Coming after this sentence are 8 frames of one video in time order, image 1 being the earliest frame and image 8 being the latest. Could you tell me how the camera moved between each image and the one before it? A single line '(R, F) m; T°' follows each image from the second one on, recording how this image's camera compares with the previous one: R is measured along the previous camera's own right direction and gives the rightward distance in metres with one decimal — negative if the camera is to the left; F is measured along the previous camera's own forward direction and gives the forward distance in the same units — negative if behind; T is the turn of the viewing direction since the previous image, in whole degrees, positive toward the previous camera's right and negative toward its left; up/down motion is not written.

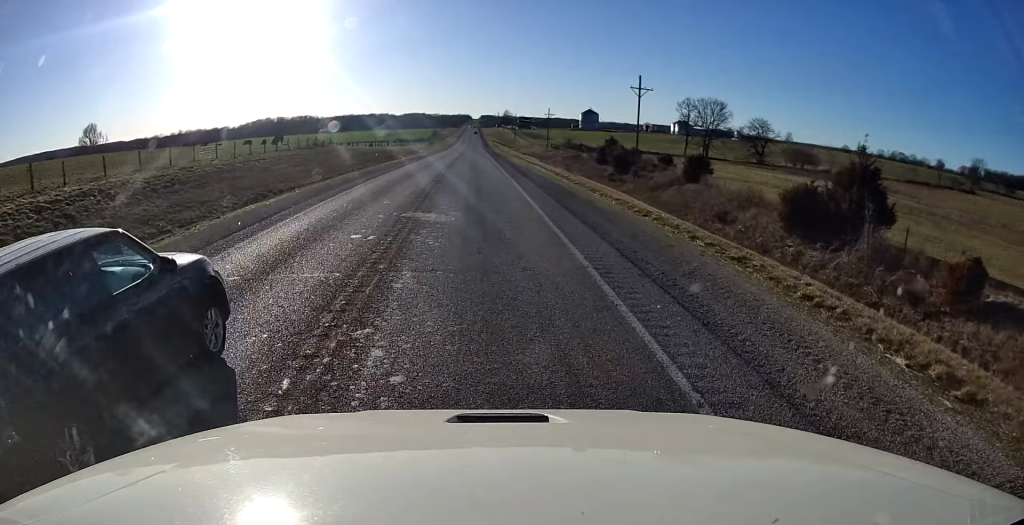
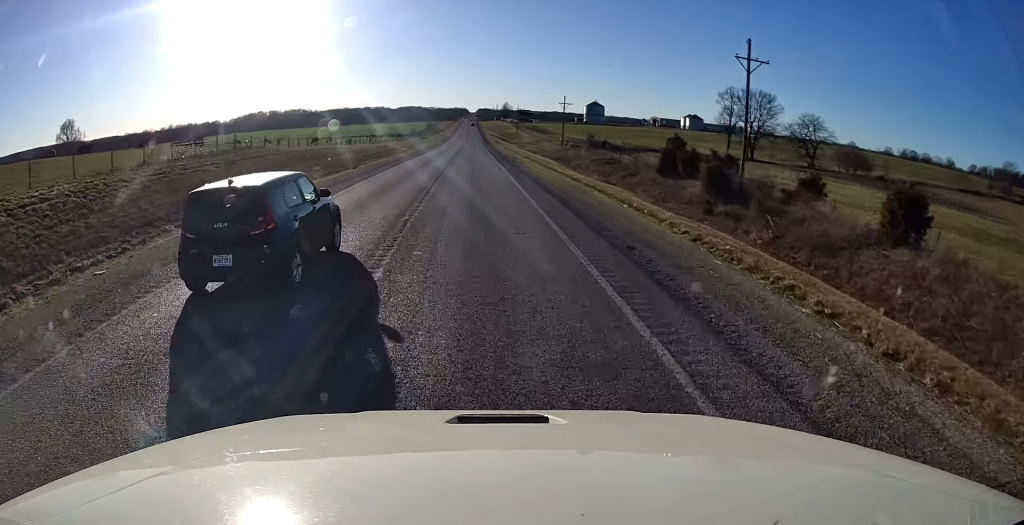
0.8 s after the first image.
(0.0, +25.7) m; 0°
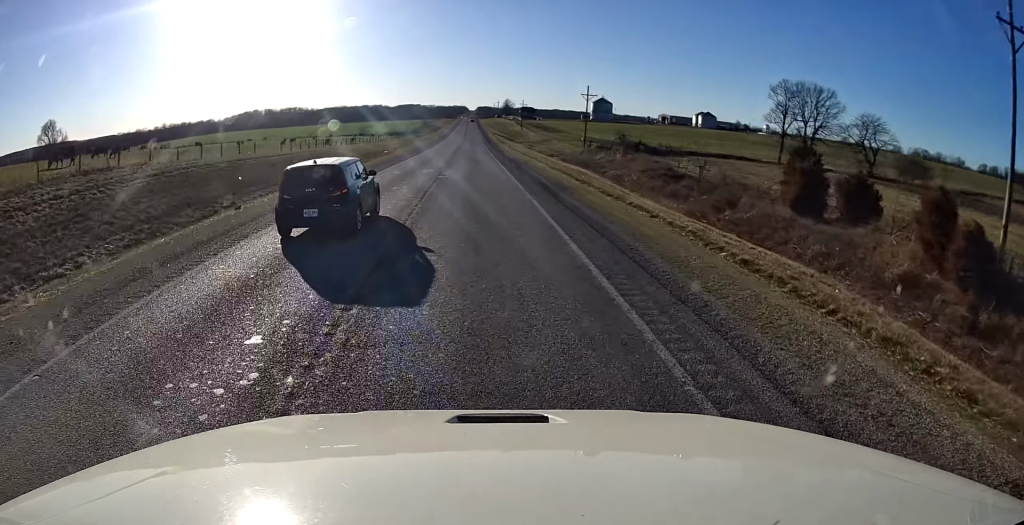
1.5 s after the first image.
(+0.1, +21.7) m; 0°
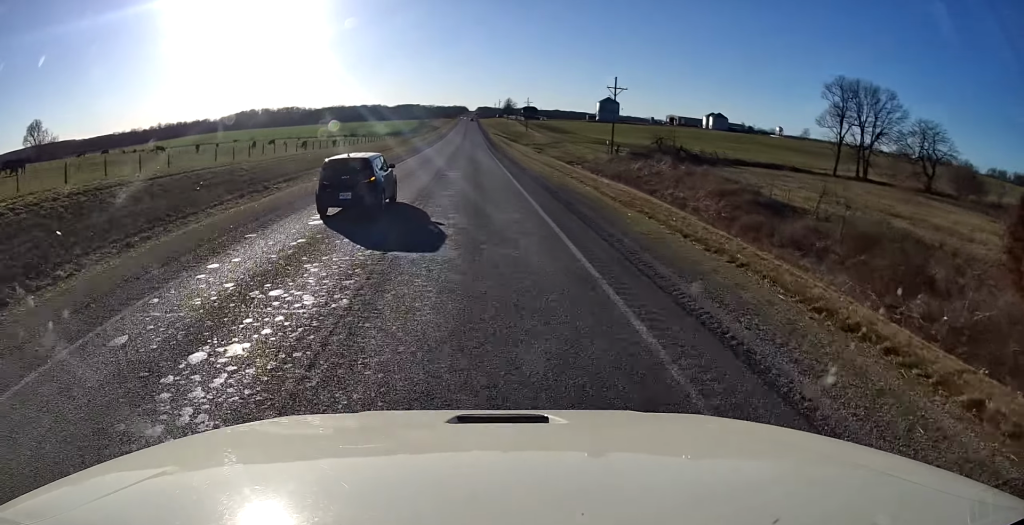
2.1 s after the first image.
(0.0, +16.6) m; 0°
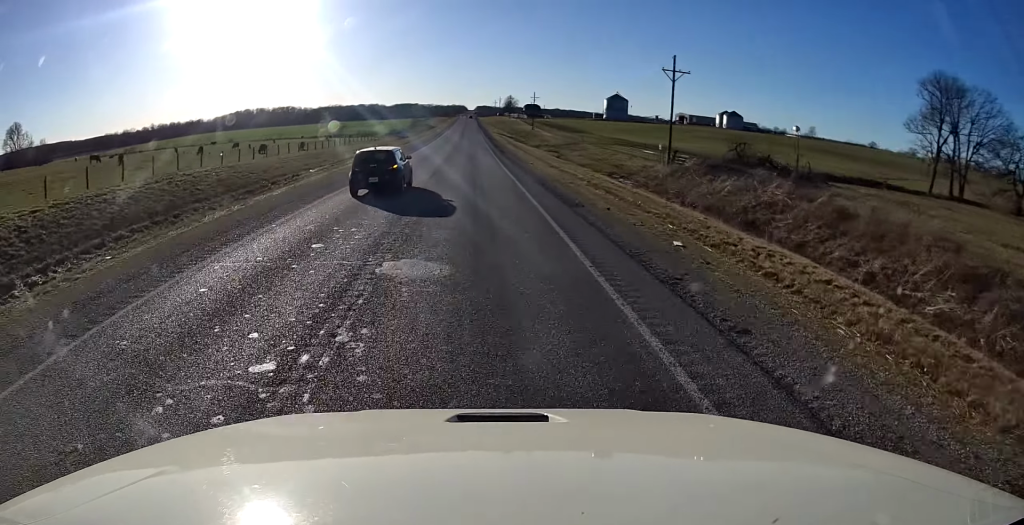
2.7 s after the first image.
(-0.1, +20.9) m; 0°
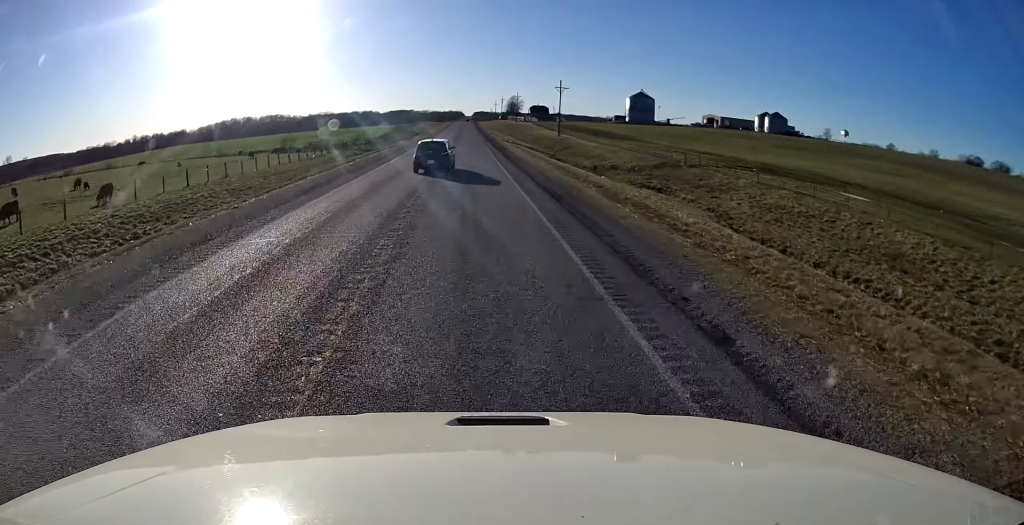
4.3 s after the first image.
(+0.3, +50.4) m; +1°
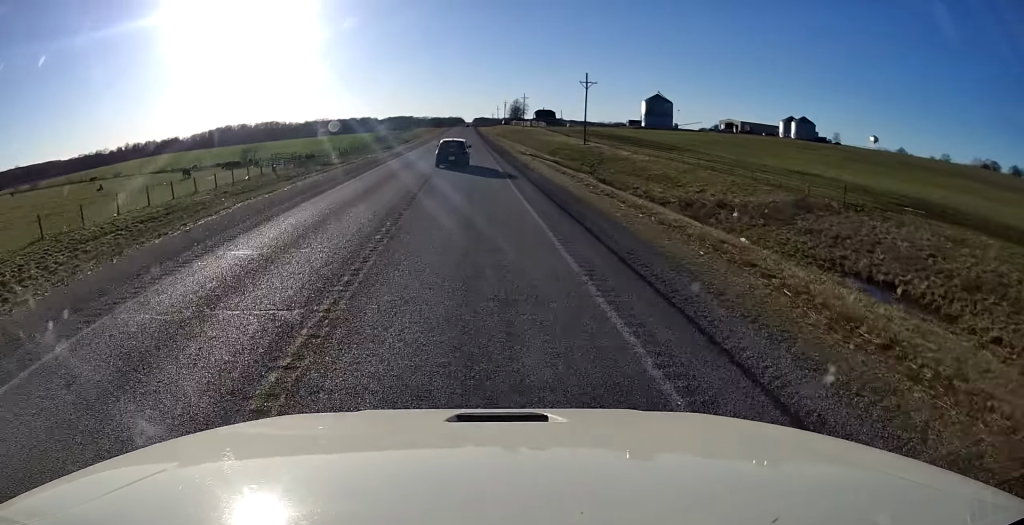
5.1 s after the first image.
(-0.1, +24.4) m; 0°
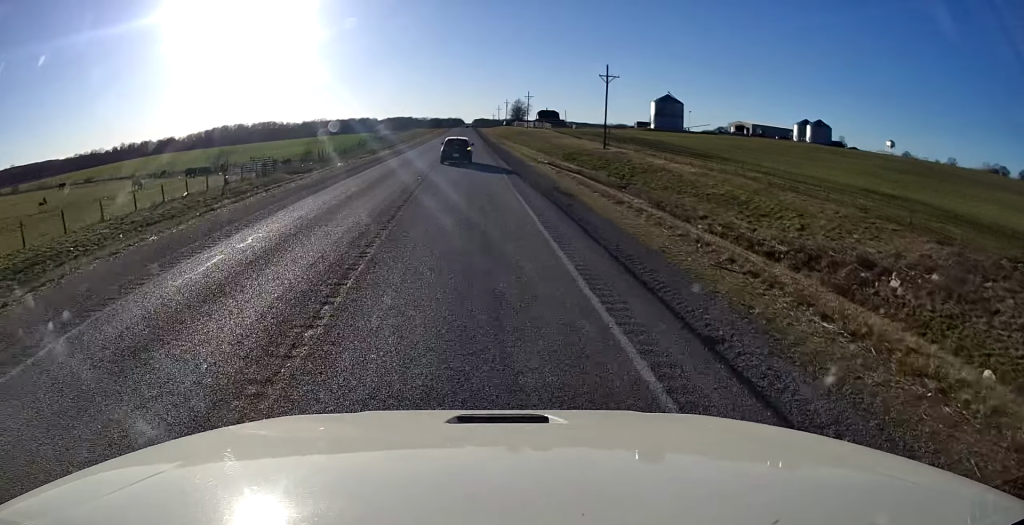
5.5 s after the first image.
(0.0, +12.8) m; 0°
